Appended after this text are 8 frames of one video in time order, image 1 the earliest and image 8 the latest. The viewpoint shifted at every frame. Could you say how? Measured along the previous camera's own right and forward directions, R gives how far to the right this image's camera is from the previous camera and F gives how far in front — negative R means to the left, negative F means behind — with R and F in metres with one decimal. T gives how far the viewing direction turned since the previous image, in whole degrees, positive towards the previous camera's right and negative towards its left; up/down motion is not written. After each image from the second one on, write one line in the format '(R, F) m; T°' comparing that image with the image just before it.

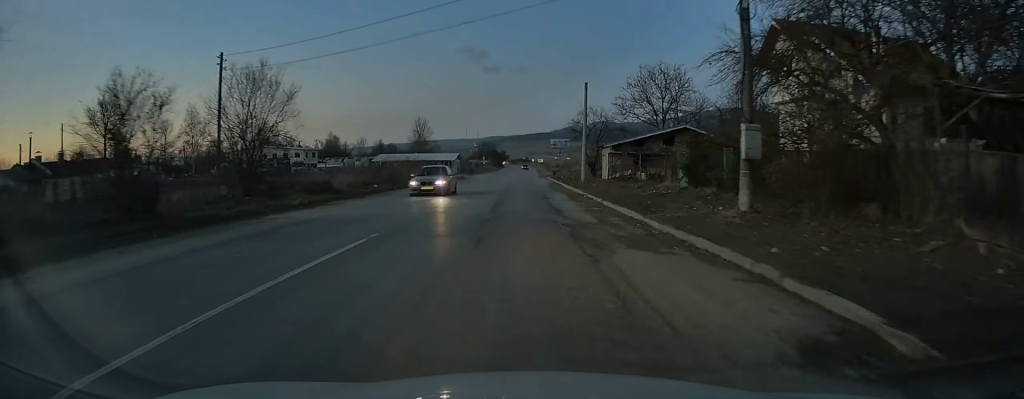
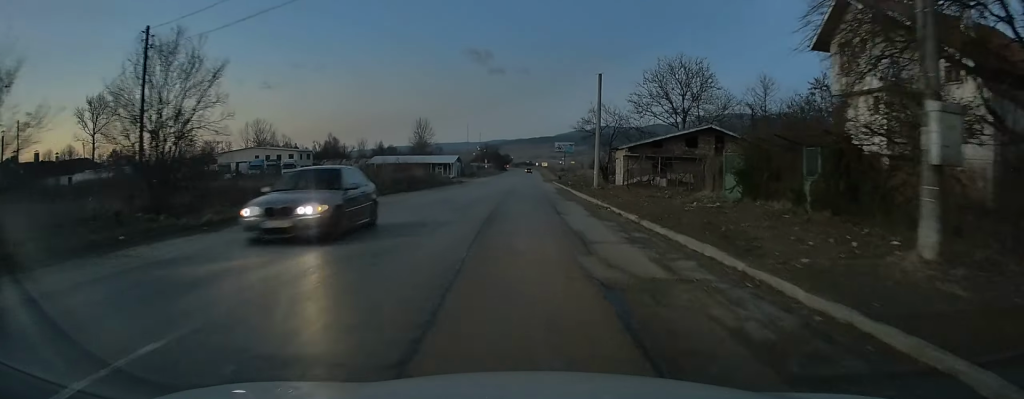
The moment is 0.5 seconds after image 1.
(0.0, +7.3) m; 0°
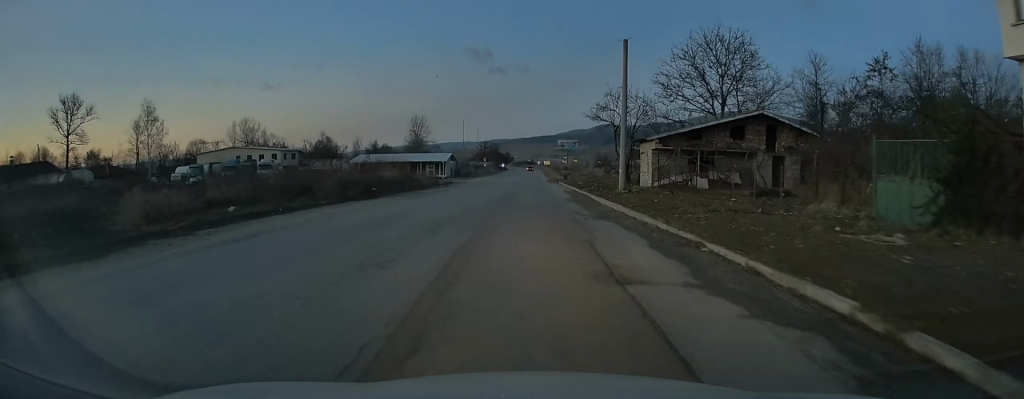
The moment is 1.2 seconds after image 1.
(0.0, +11.9) m; 0°
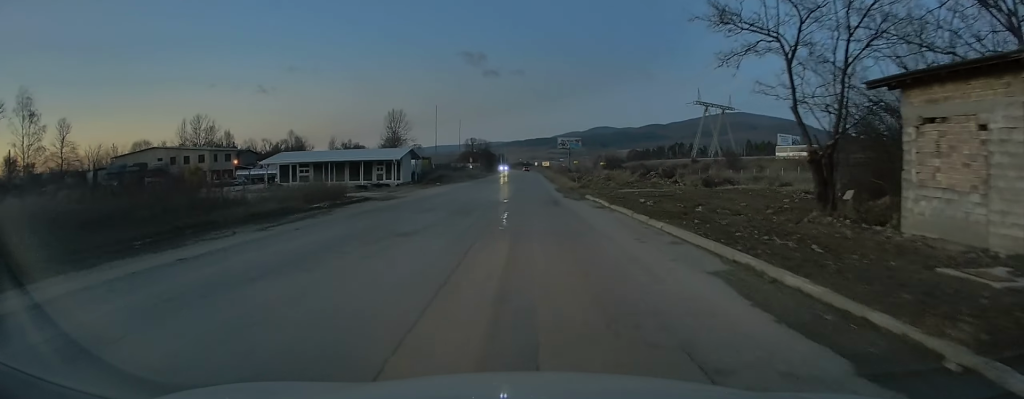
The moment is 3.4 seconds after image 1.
(+0.1, +33.7) m; +1°
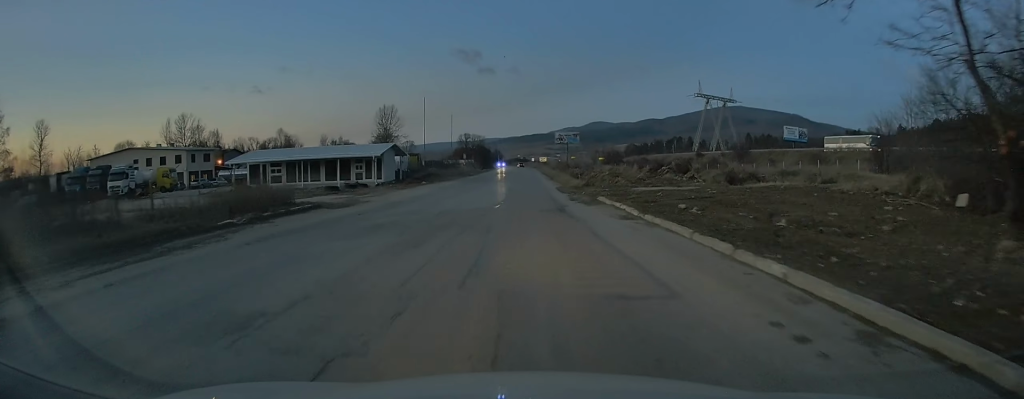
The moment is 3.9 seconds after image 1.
(0.0, +7.3) m; 0°
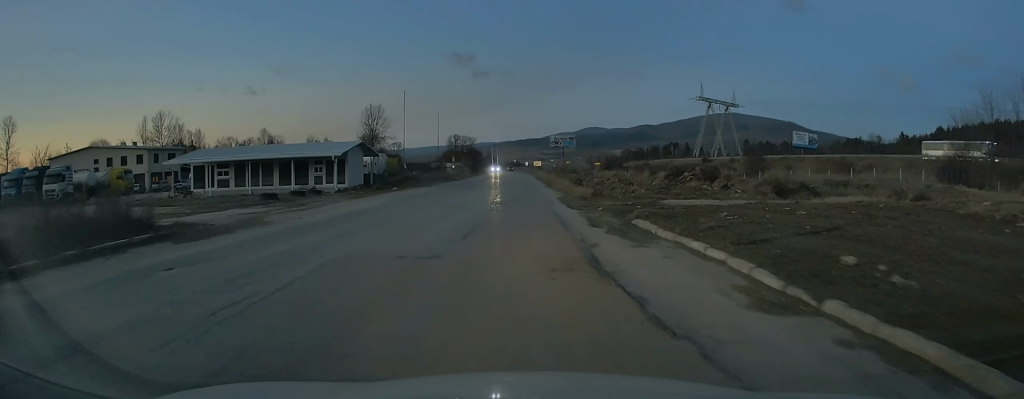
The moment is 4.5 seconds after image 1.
(0.0, +10.7) m; 0°
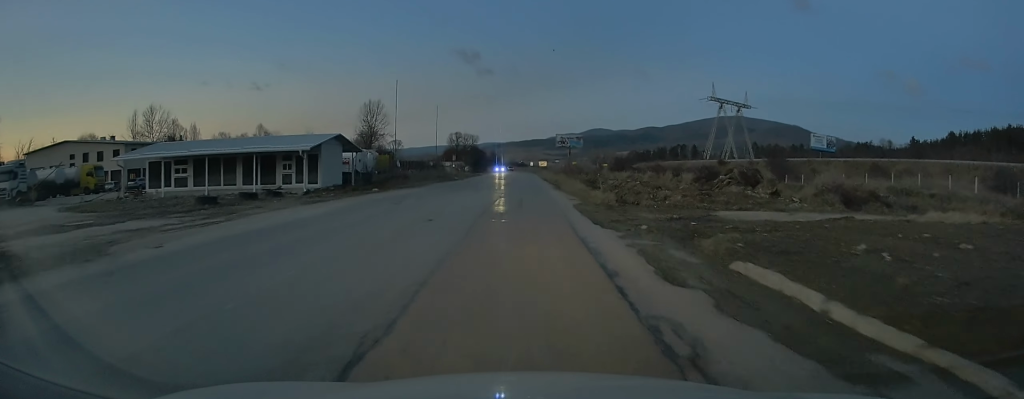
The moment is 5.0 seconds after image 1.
(0.0, +8.1) m; 0°
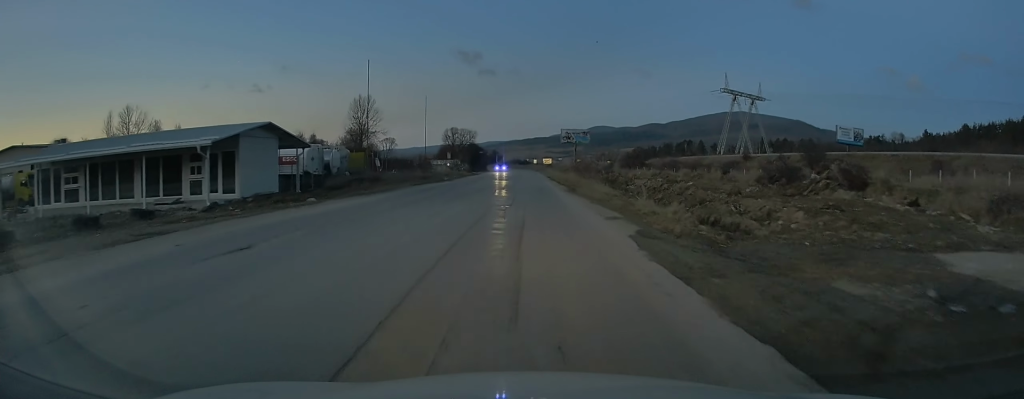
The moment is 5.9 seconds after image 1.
(-0.1, +13.5) m; 0°
